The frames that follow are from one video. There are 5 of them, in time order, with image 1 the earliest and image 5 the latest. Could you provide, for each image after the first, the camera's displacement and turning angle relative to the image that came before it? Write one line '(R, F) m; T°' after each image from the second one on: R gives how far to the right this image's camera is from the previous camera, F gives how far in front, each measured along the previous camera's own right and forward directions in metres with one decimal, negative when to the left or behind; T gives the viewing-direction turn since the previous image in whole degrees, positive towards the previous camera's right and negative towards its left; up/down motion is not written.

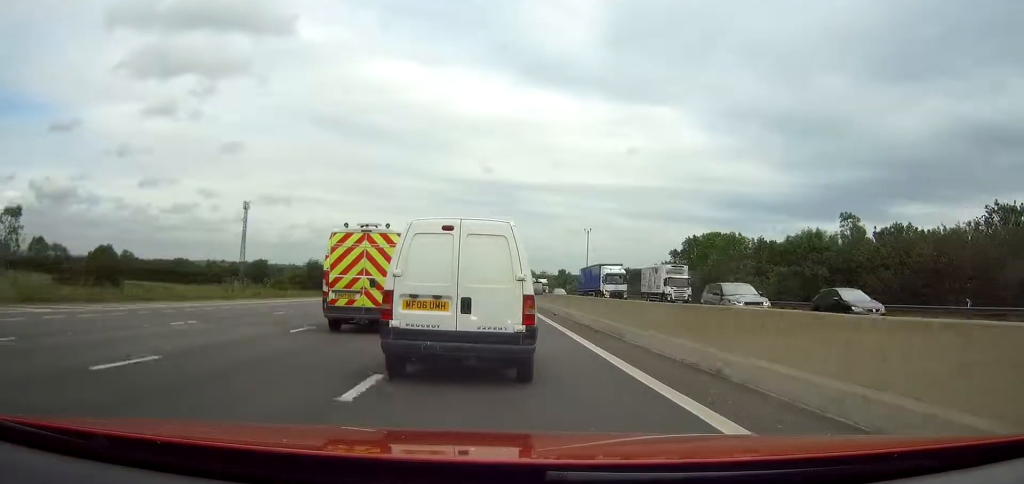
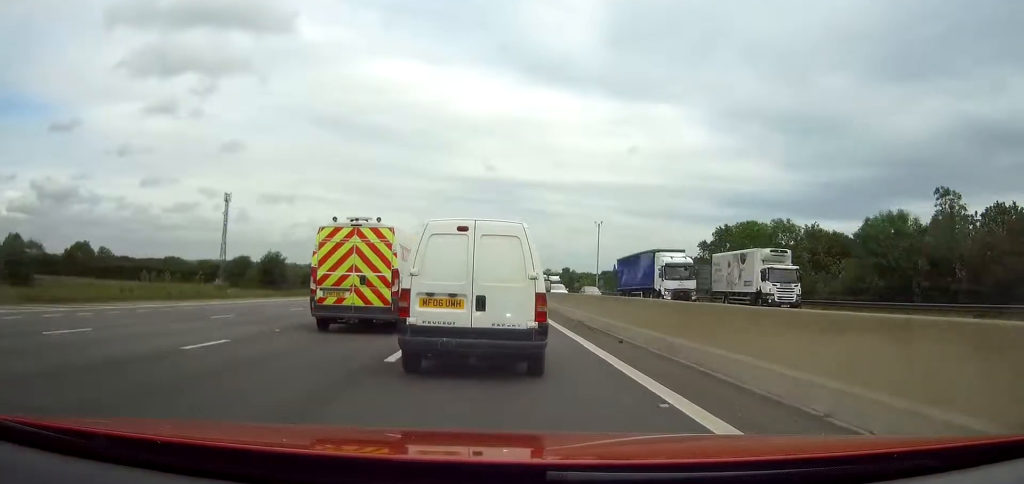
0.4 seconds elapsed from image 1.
(0.0, +14.1) m; 0°
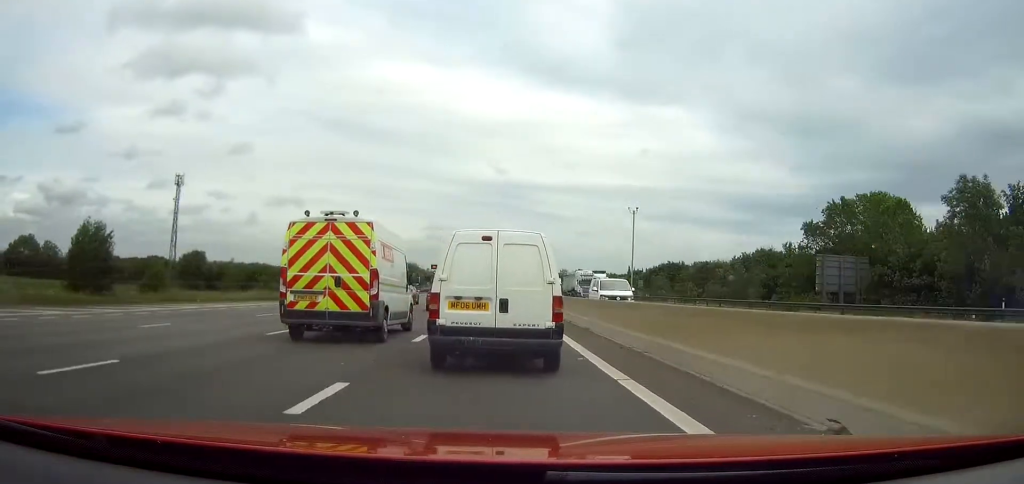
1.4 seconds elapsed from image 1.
(-0.1, +30.2) m; -1°
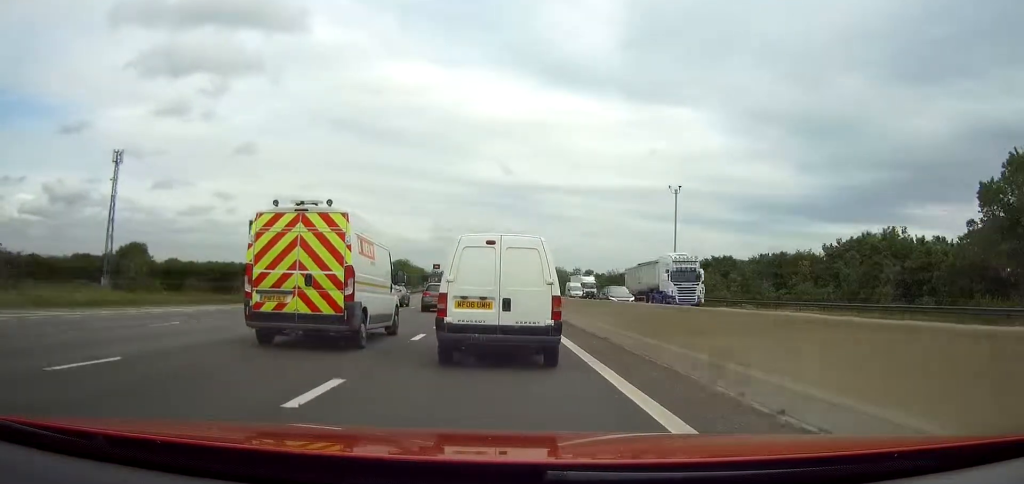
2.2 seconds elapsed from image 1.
(-0.2, +26.0) m; -1°
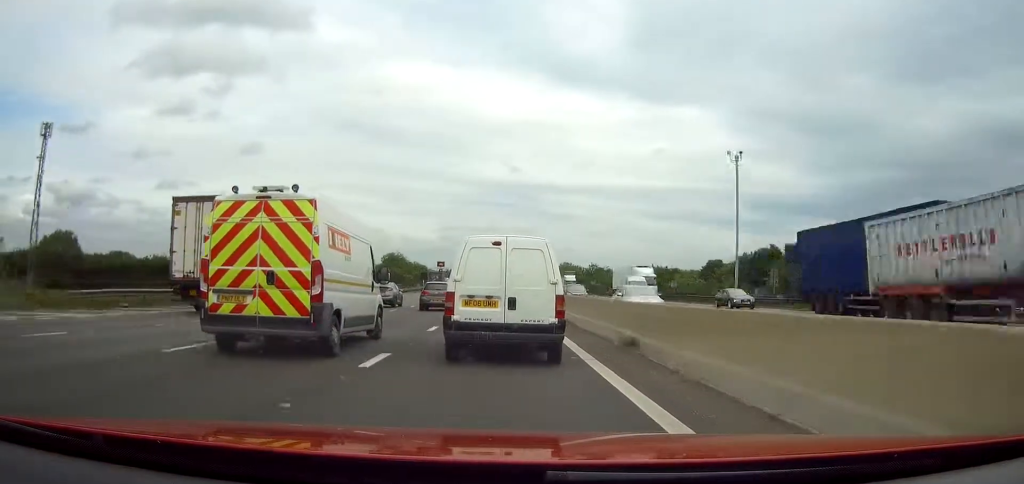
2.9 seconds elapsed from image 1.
(-0.1, +22.9) m; -1°
